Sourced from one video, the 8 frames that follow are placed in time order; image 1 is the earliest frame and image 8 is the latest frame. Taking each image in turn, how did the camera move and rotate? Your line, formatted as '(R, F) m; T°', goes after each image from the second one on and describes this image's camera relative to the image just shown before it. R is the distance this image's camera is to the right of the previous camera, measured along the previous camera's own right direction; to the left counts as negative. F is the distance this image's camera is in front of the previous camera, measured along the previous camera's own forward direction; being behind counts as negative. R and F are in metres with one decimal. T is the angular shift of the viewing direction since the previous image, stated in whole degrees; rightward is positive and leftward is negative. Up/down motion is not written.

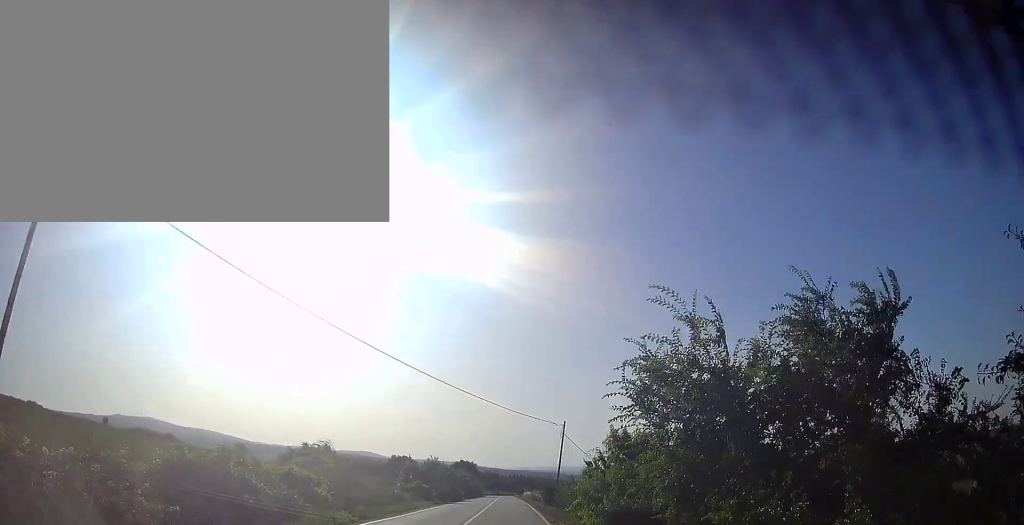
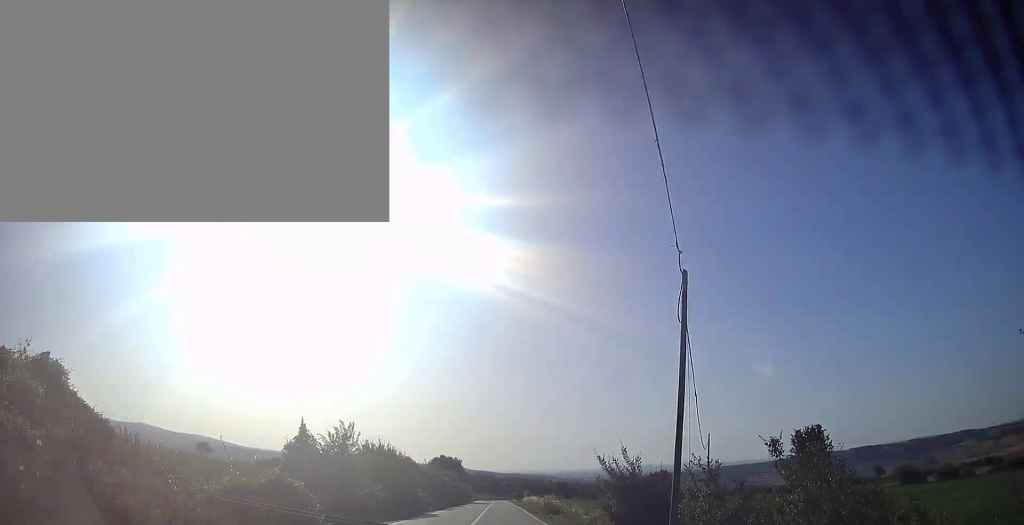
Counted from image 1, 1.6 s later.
(+0.1, +32.0) m; 0°
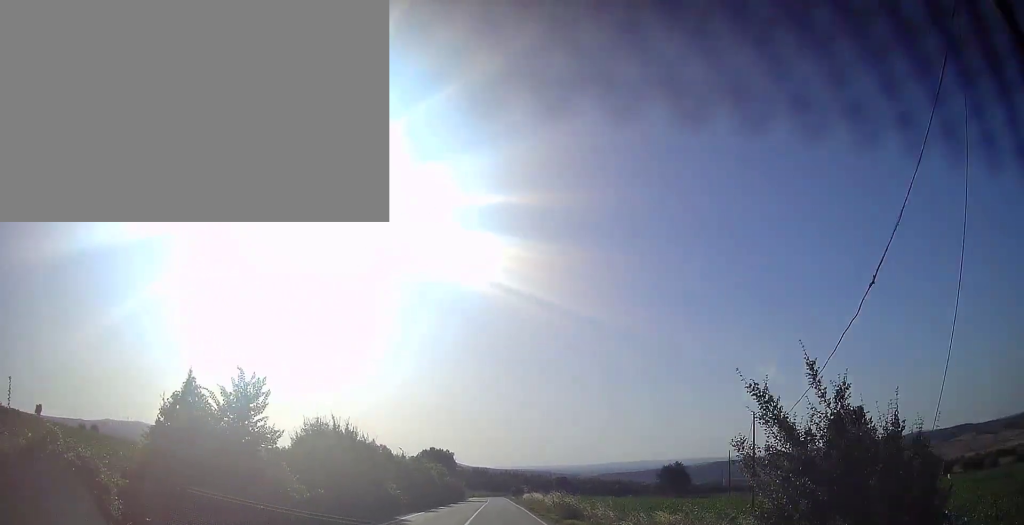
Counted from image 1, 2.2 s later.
(0.0, +11.2) m; 0°
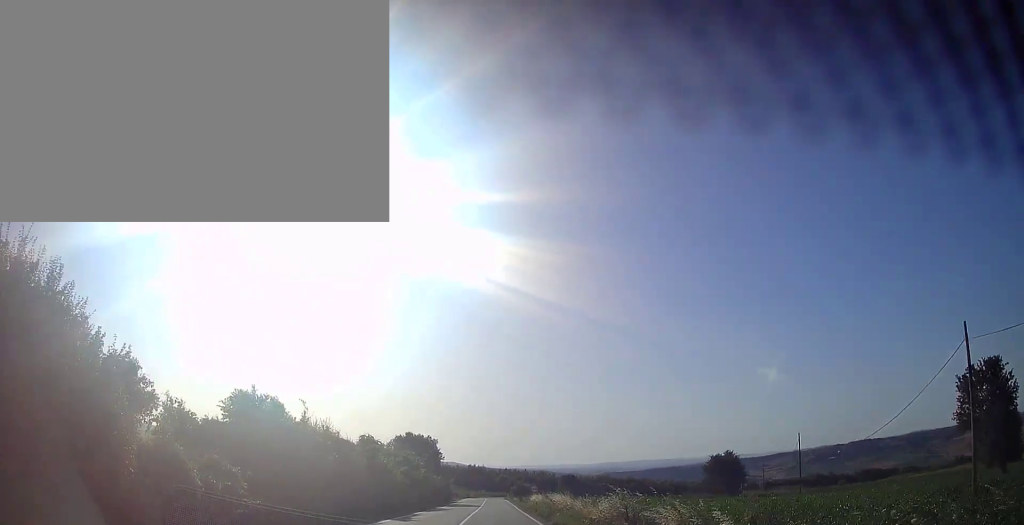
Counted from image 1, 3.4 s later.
(+0.1, +24.0) m; 0°
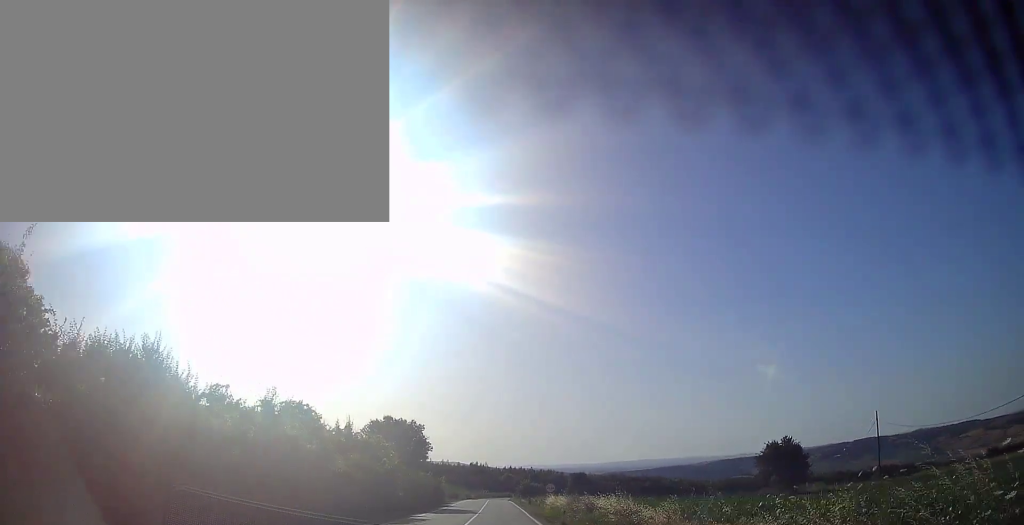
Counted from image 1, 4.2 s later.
(0.0, +16.0) m; 0°
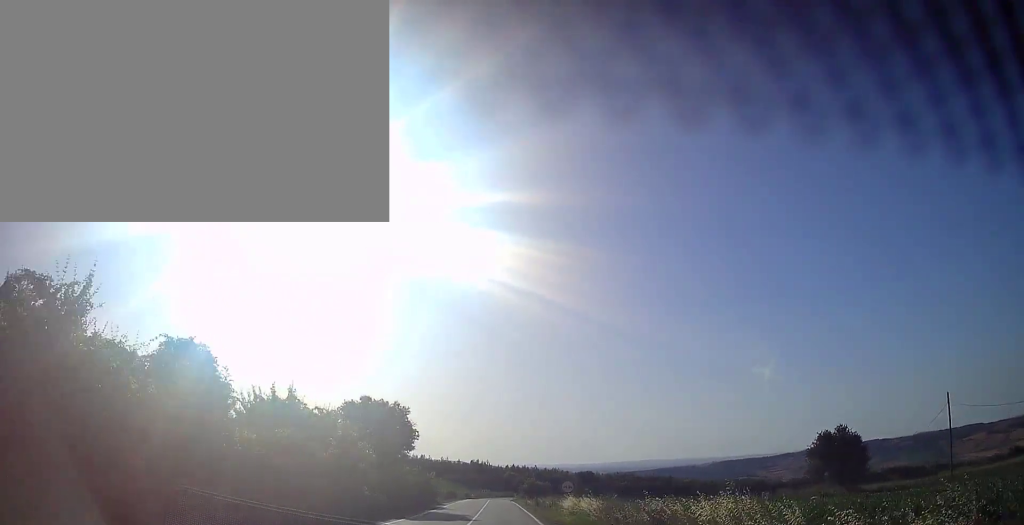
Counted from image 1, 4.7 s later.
(0.0, +10.1) m; 0°
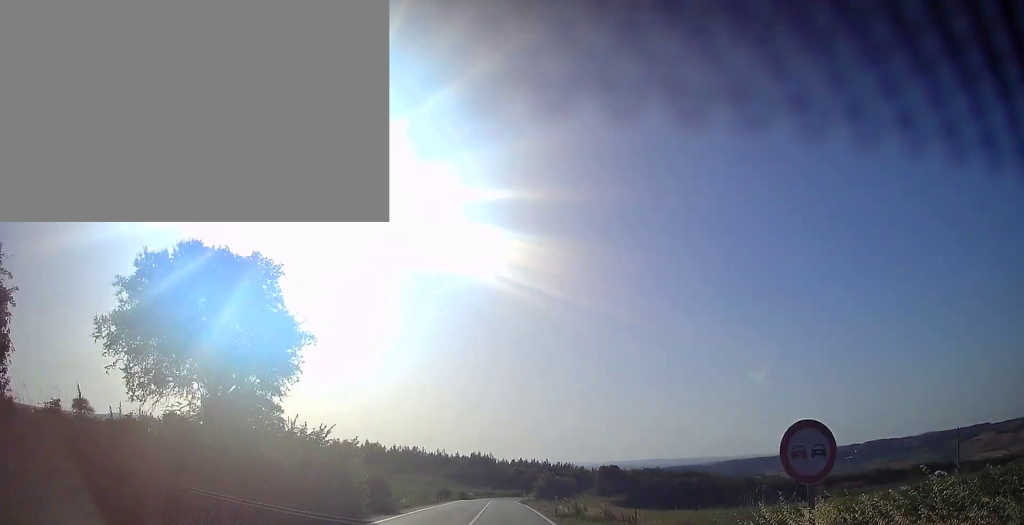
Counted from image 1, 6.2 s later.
(-0.4, +29.5) m; -1°
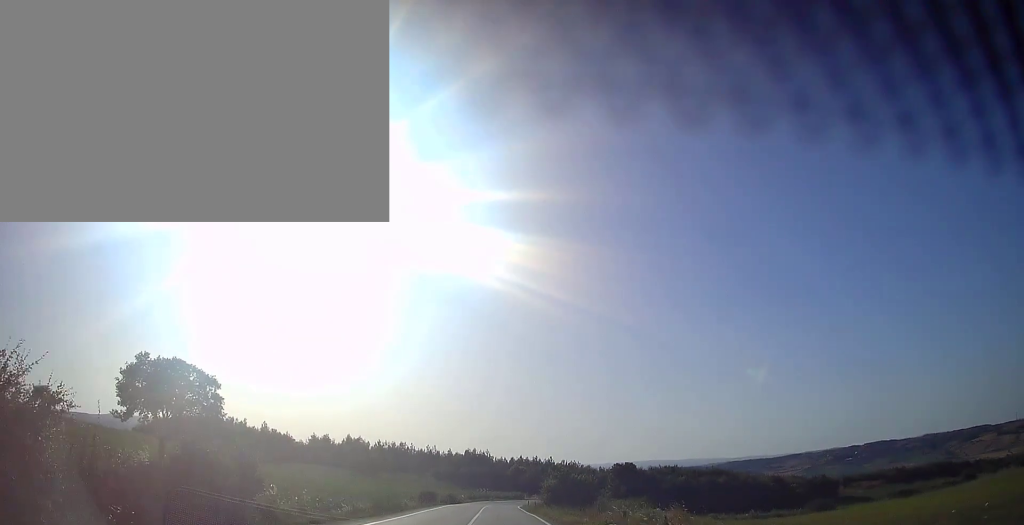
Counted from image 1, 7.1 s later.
(+0.2, +18.6) m; 0°
